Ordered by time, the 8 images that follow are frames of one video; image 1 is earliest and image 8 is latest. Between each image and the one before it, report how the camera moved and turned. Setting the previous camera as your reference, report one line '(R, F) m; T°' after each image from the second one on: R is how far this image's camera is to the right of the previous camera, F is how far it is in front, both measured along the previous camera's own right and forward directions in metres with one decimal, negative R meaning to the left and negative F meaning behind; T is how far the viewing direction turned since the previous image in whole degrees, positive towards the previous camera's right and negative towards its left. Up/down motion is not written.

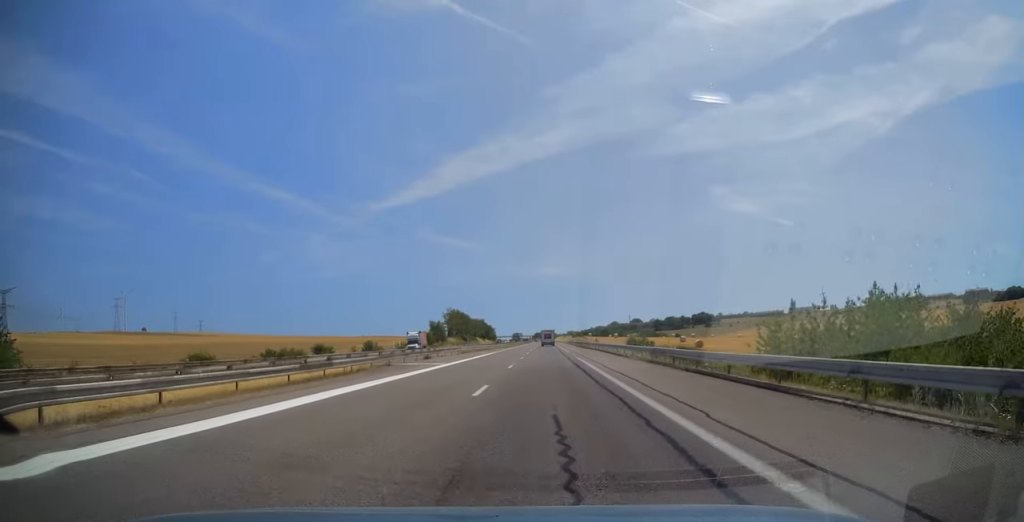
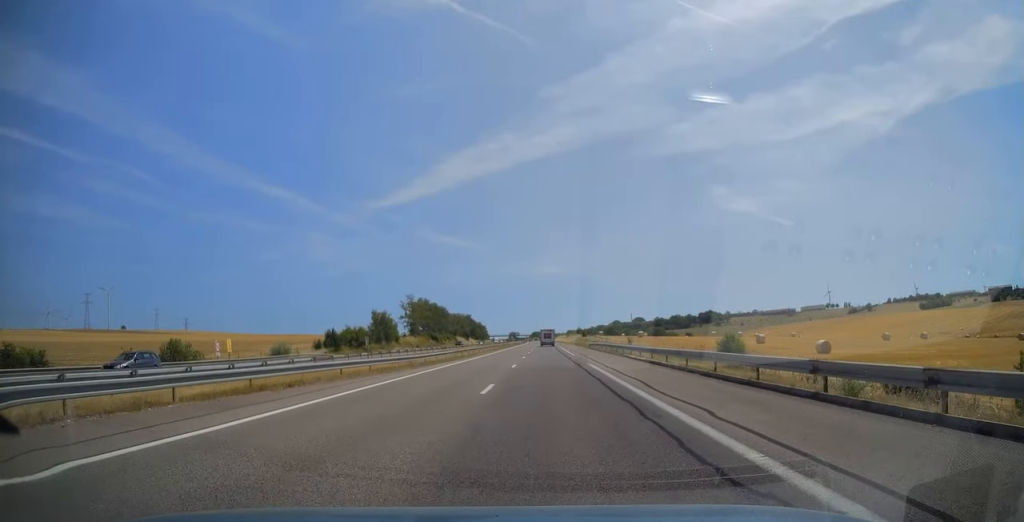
(+0.8, +66.3) m; +1°
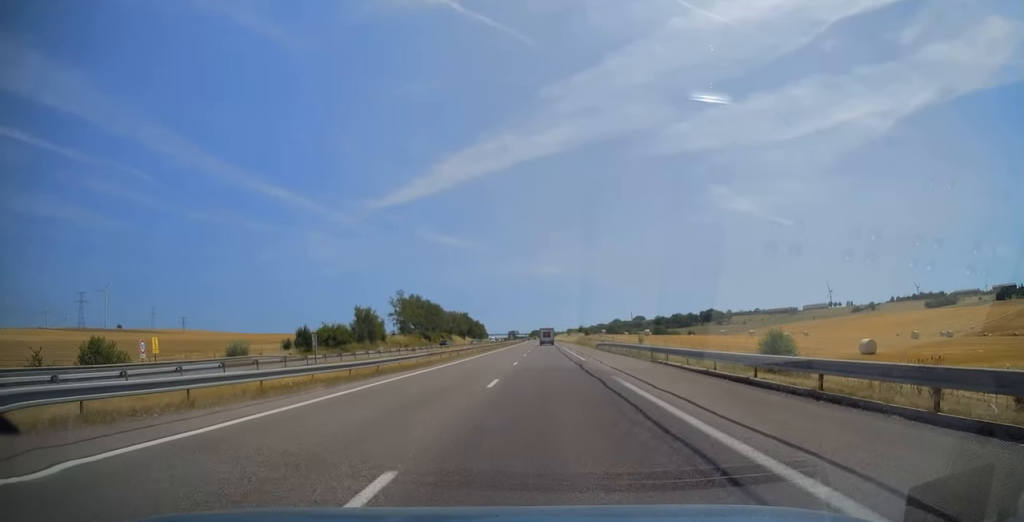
(0.0, +11.8) m; 0°
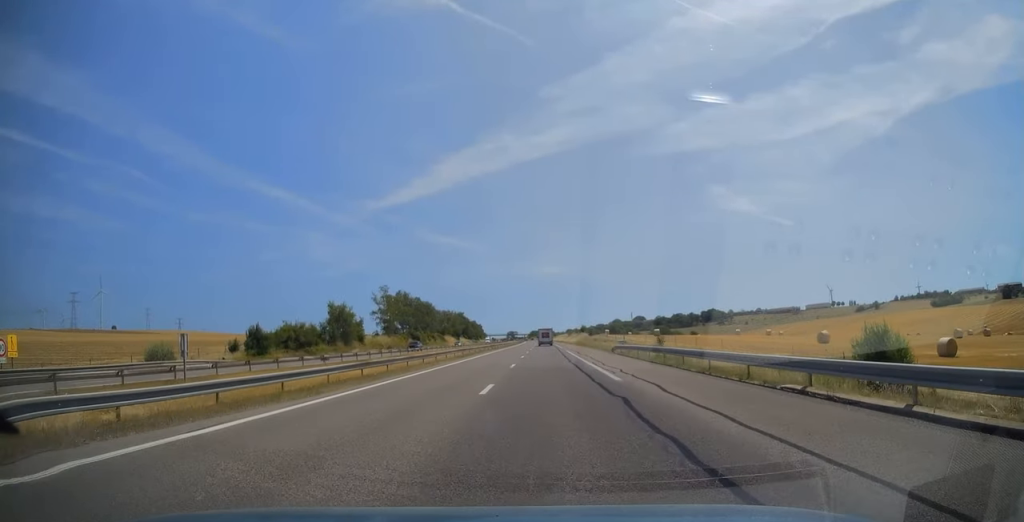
(0.0, +15.2) m; 0°
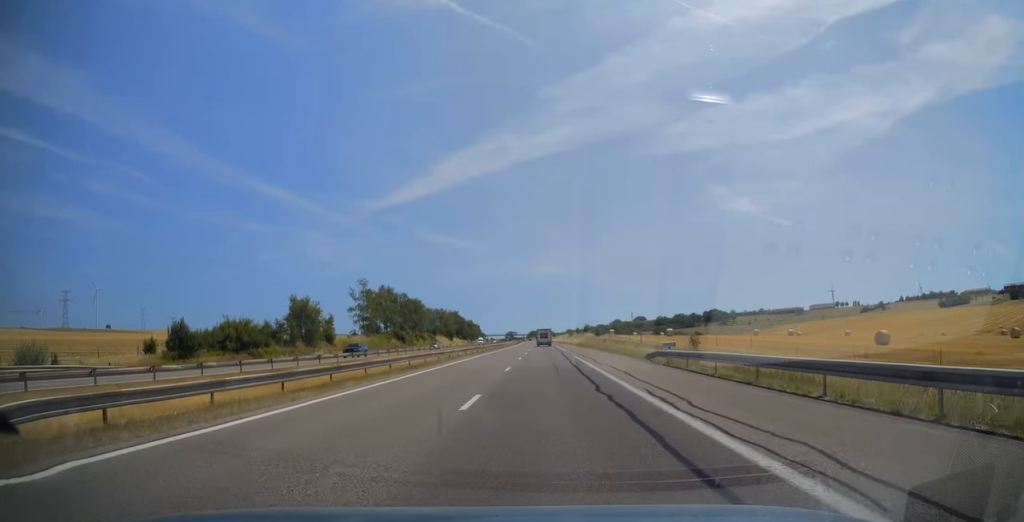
(-0.1, +16.7) m; 0°
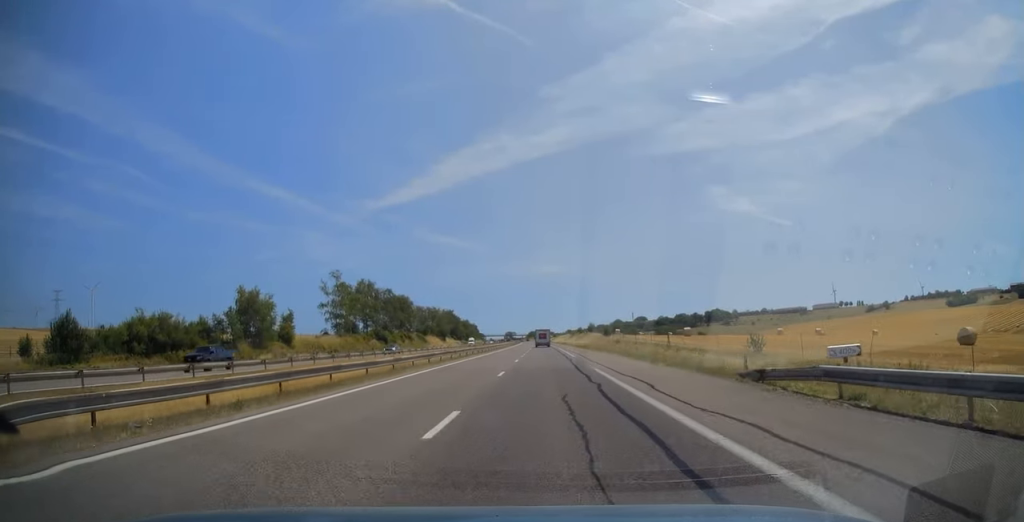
(-0.2, +16.7) m; 0°
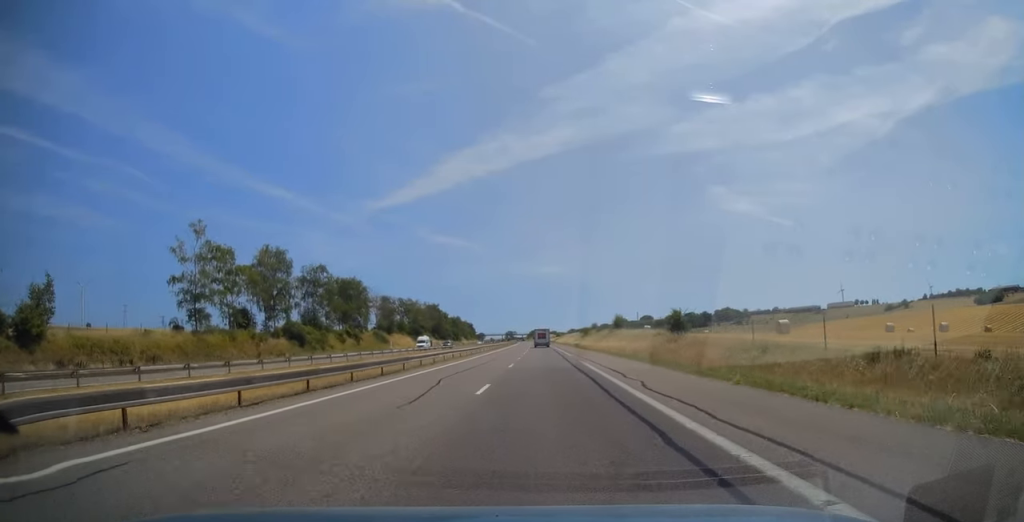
(+0.6, +48.0) m; 0°
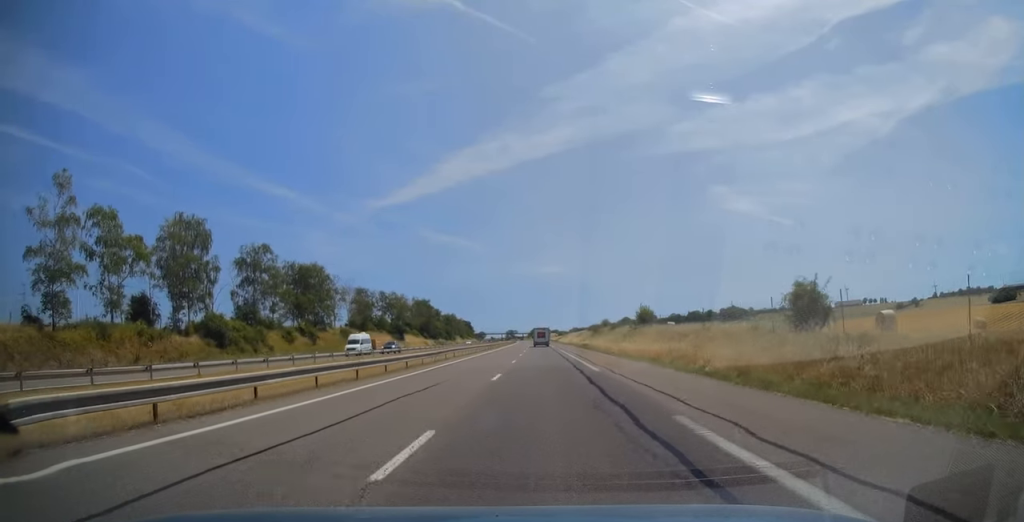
(-0.2, +23.1) m; 0°
